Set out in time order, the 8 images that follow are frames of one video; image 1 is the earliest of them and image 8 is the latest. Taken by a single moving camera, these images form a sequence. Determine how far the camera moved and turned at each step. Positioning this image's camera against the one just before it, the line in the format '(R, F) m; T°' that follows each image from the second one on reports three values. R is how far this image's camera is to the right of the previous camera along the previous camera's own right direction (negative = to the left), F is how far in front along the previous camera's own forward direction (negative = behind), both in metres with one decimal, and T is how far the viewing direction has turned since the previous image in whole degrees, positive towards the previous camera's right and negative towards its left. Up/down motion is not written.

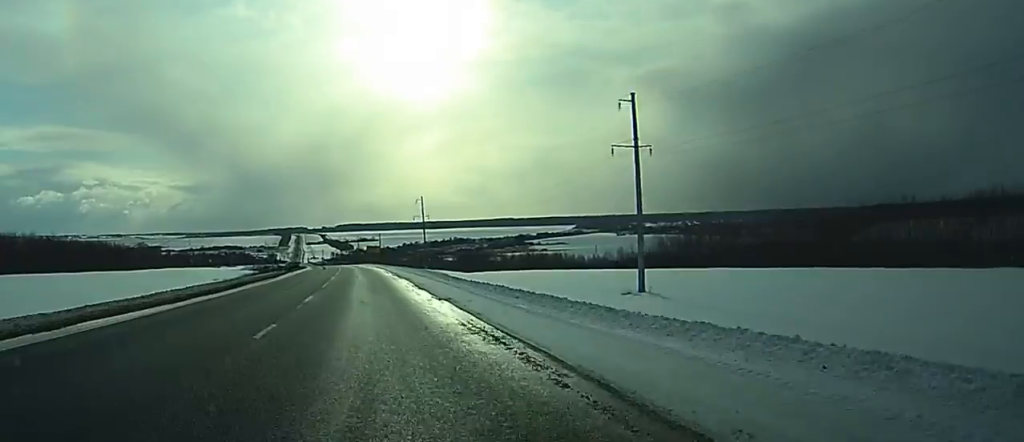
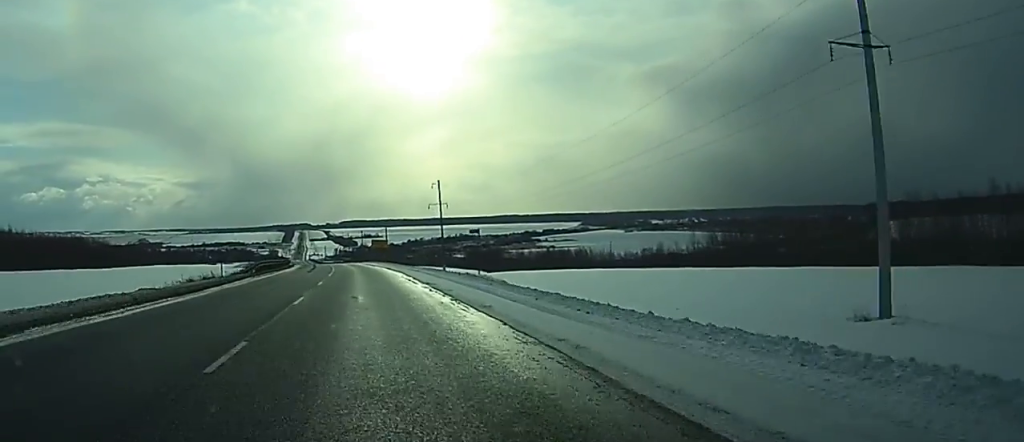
(-0.1, +28.5) m; 0°
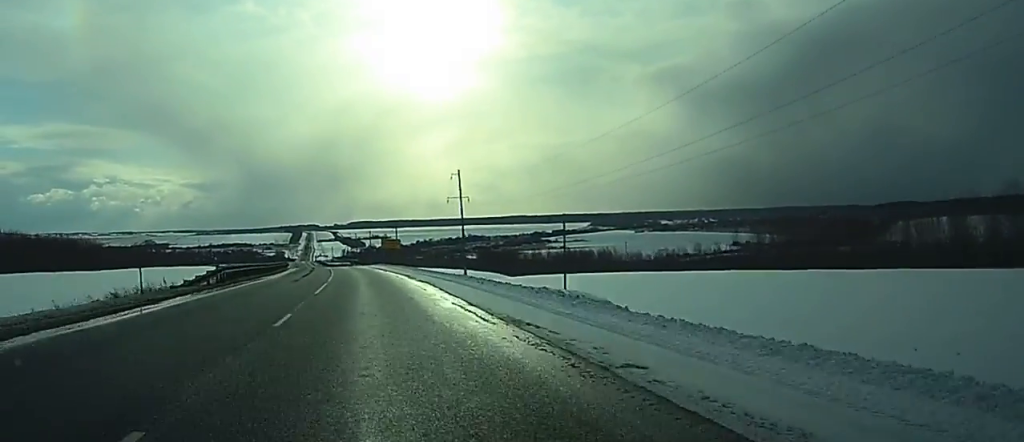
(0.0, +18.0) m; 0°
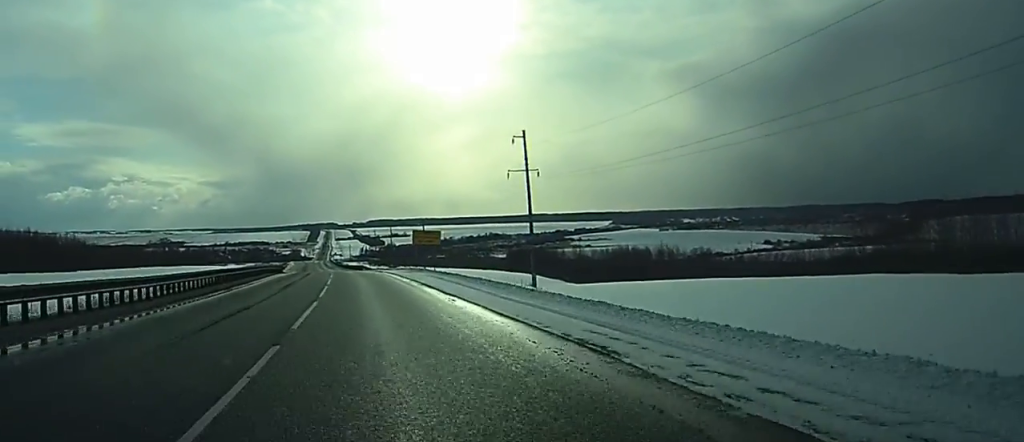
(+0.1, +36.0) m; 0°
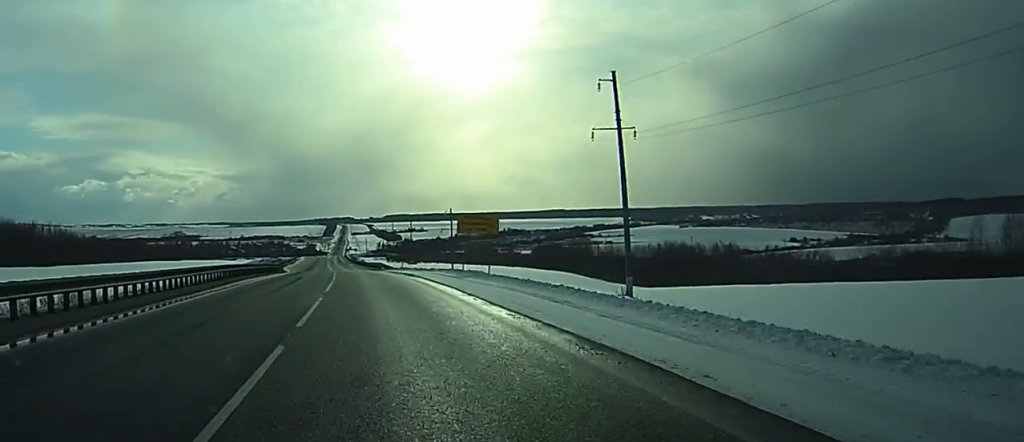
(-0.1, +24.5) m; -1°
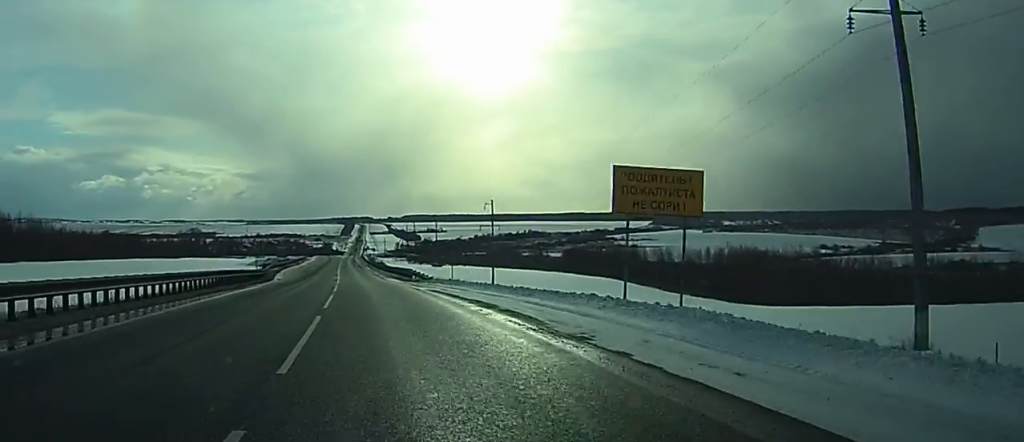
(-0.2, +29.1) m; -1°
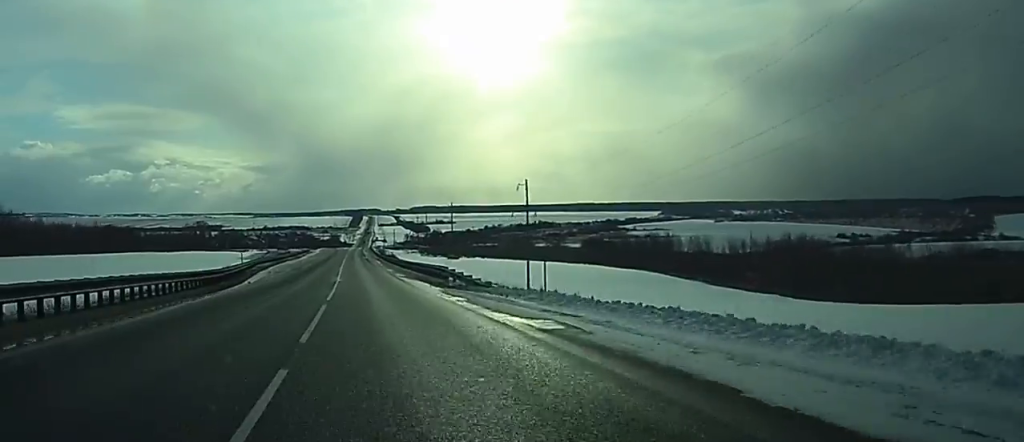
(-0.1, +20.6) m; -1°
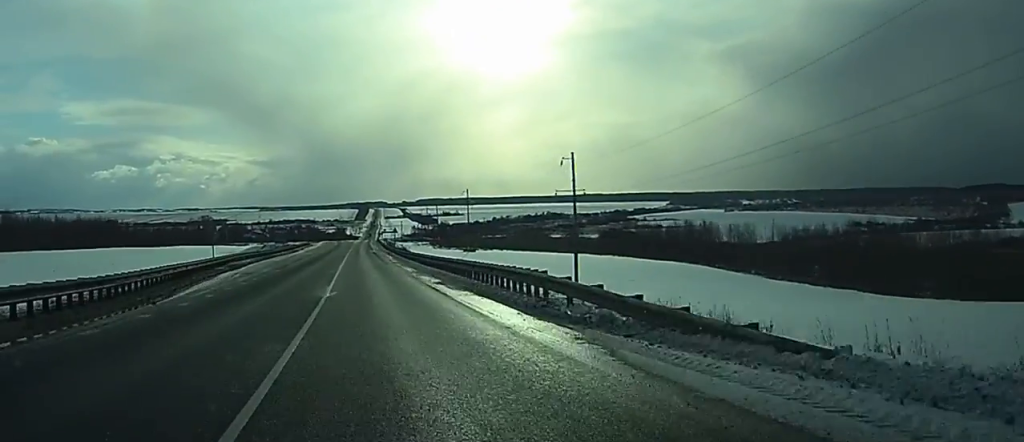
(-0.3, +20.7) m; -1°
